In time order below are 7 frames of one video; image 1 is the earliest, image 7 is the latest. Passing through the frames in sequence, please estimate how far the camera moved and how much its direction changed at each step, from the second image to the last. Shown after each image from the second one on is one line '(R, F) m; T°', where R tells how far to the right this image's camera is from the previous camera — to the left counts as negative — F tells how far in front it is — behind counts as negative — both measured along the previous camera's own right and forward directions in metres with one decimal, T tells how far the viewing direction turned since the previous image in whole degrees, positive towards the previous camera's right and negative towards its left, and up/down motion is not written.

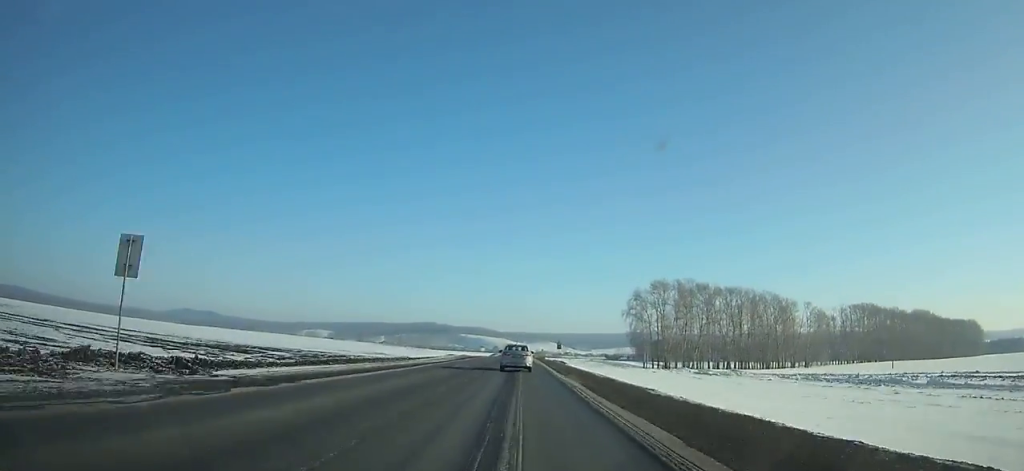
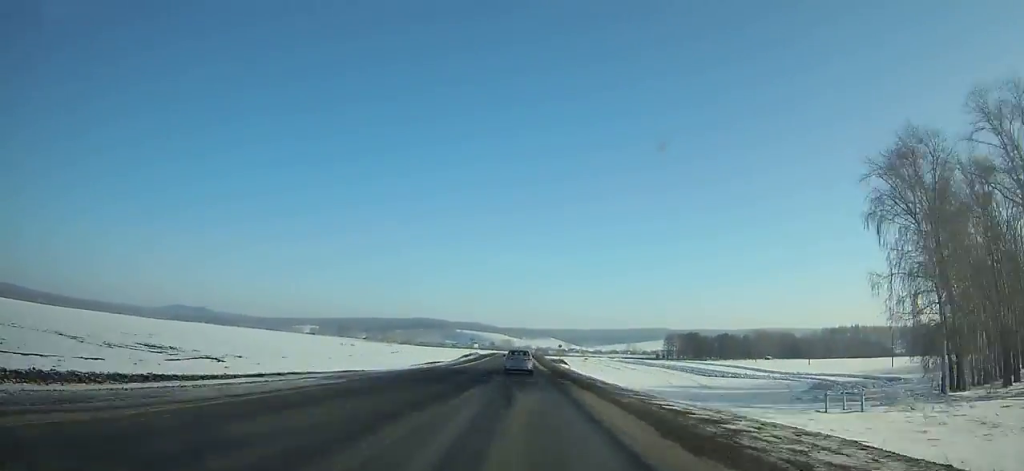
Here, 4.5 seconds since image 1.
(+0.1, +101.8) m; 0°
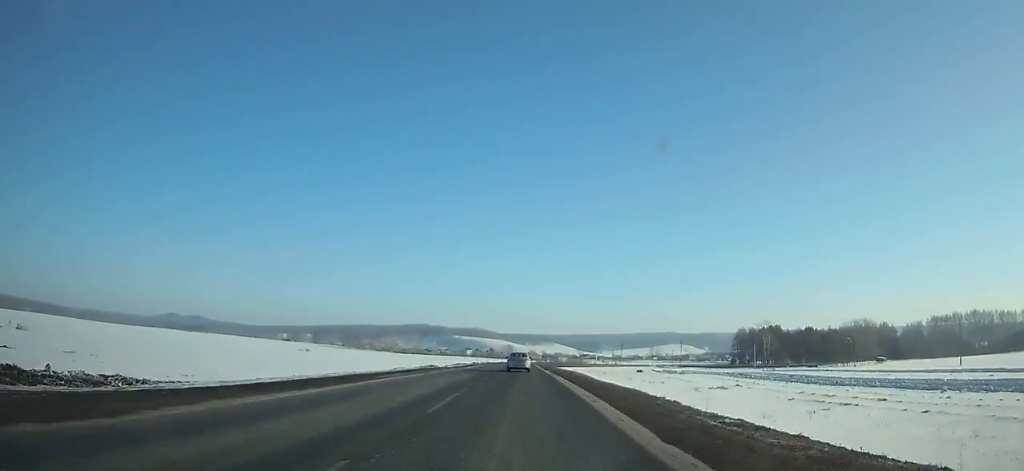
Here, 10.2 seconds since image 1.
(+0.2, +124.1) m; 0°
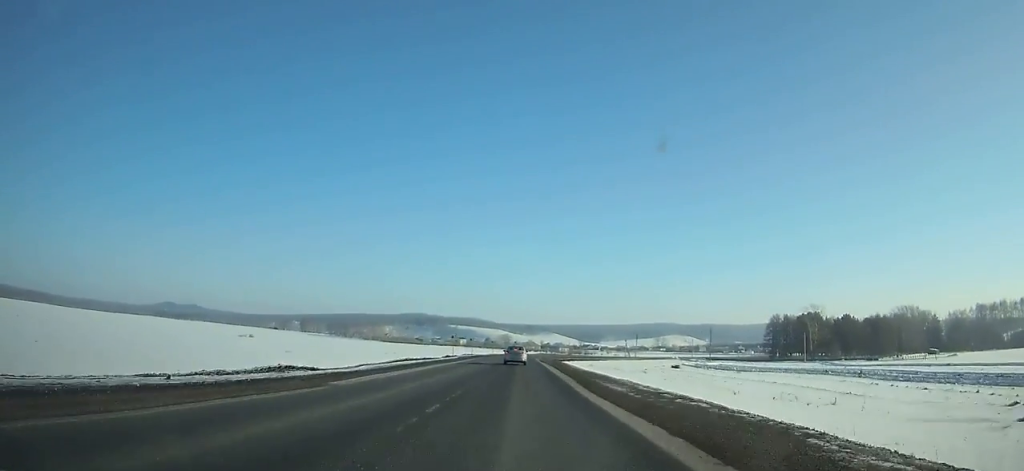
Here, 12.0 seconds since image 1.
(-0.1, +37.9) m; 0°
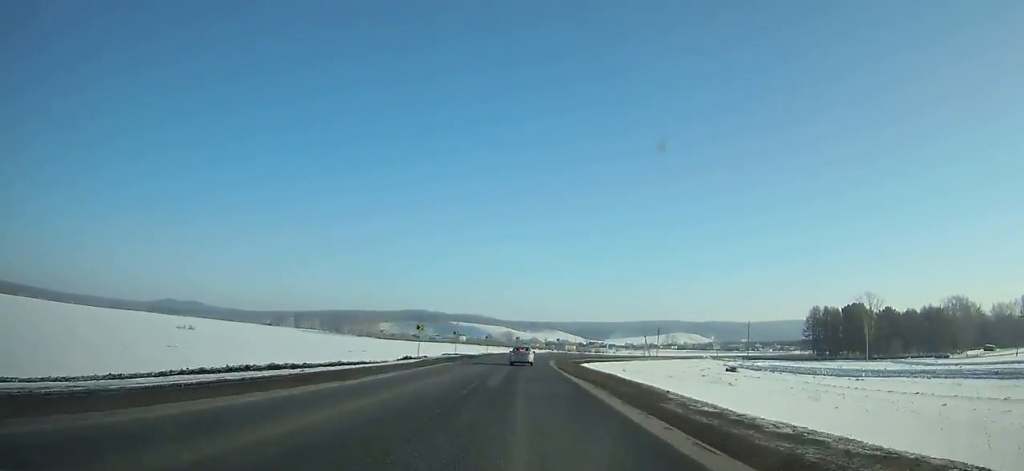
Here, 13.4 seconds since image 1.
(-0.1, +28.1) m; +2°
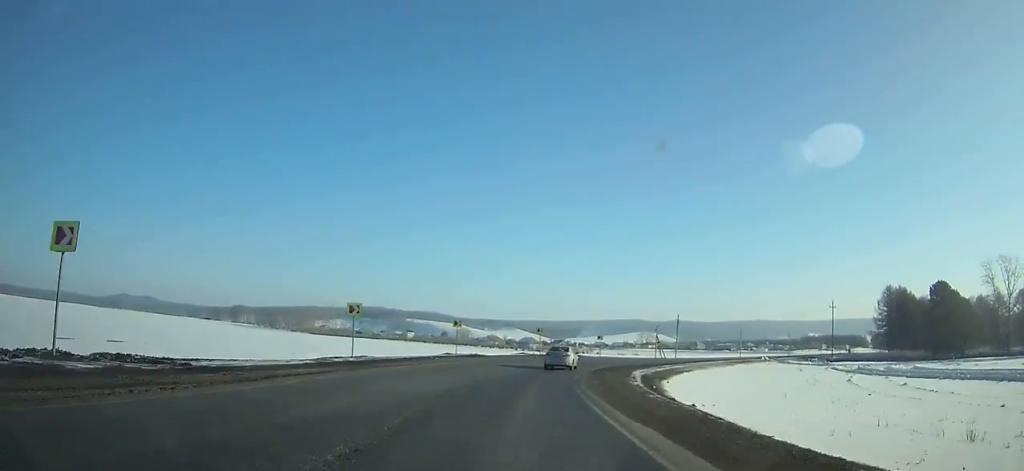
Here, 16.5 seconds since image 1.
(+2.1, +59.8) m; +10°
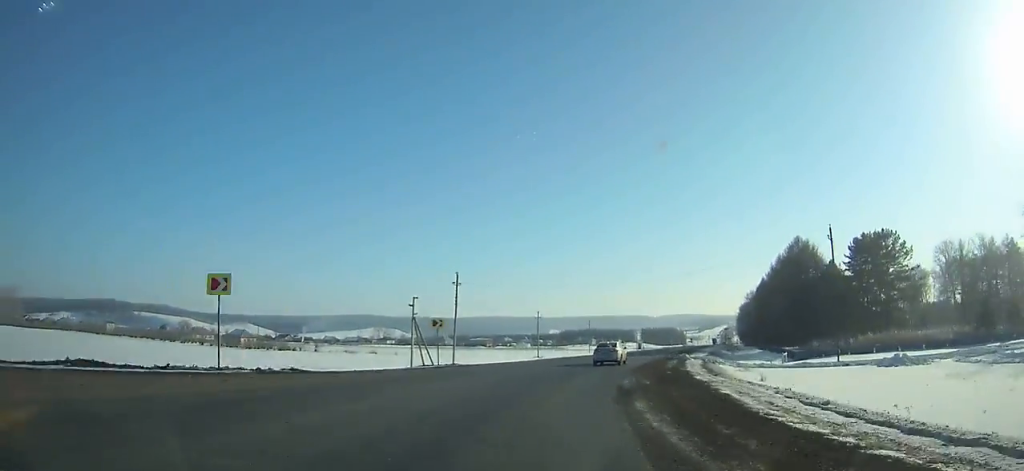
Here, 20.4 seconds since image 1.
(+12.4, +68.6) m; +25°
